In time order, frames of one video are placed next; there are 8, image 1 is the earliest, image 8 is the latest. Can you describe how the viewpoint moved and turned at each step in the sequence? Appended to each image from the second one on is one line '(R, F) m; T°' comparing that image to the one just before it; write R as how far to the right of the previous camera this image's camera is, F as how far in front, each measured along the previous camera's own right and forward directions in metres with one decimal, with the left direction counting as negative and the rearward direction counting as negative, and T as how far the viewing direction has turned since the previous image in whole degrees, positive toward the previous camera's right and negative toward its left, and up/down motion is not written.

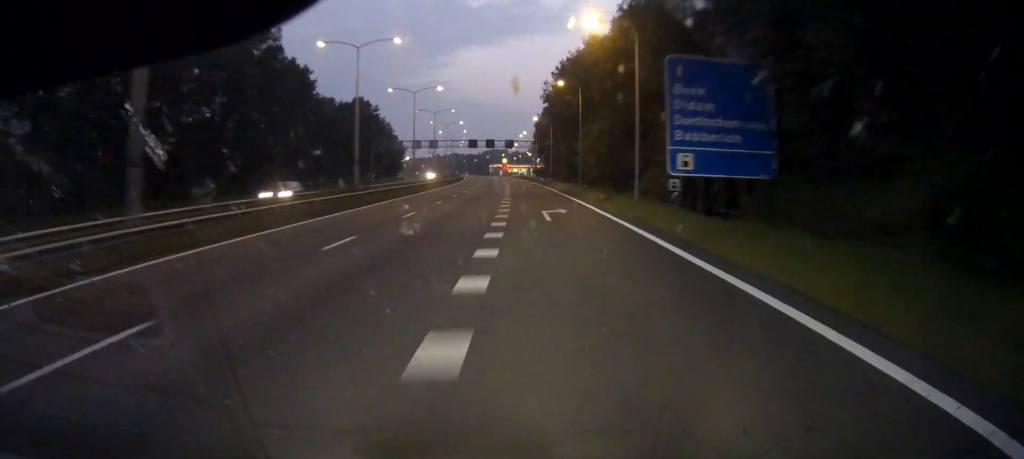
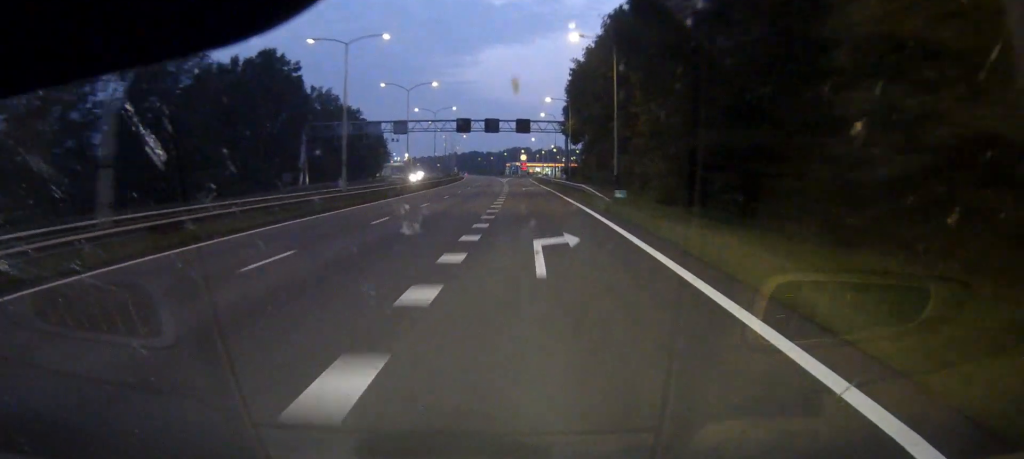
(-1.2, +61.3) m; -3°
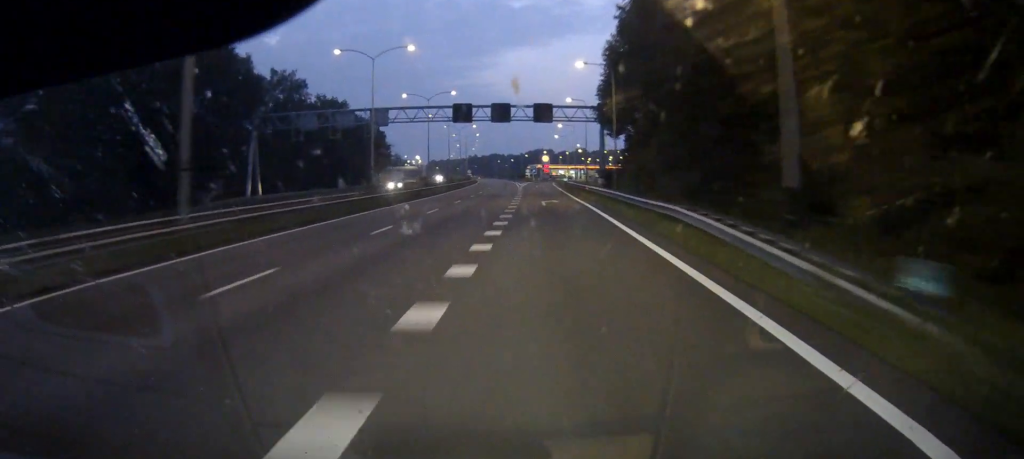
(-0.4, +25.5) m; -2°
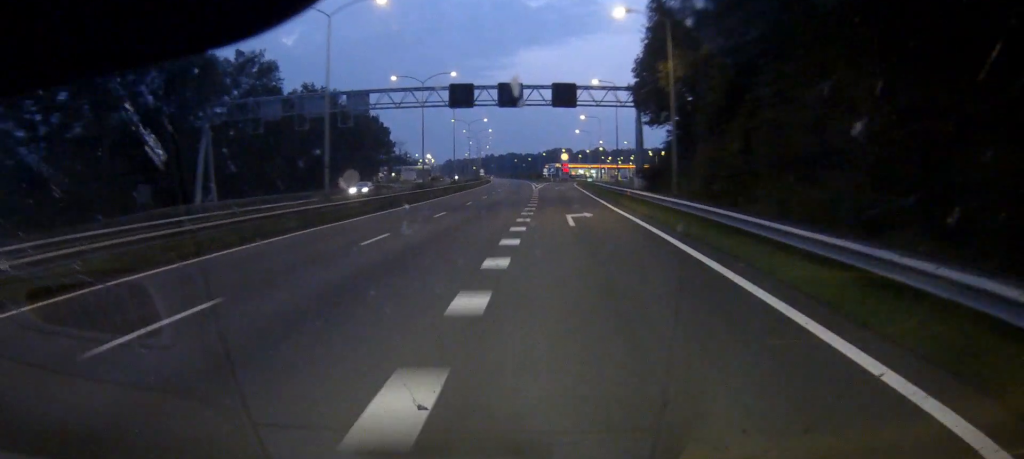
(-0.1, +15.6) m; -1°
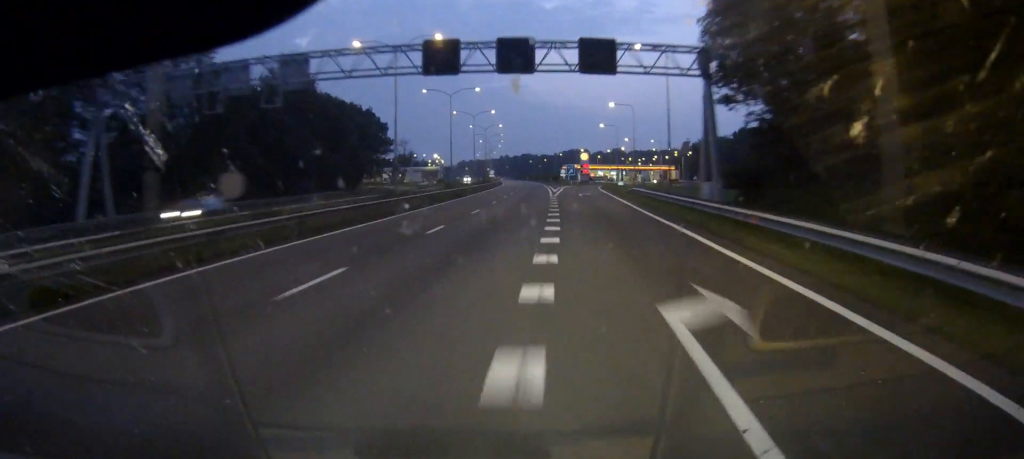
(-0.2, +19.4) m; 0°
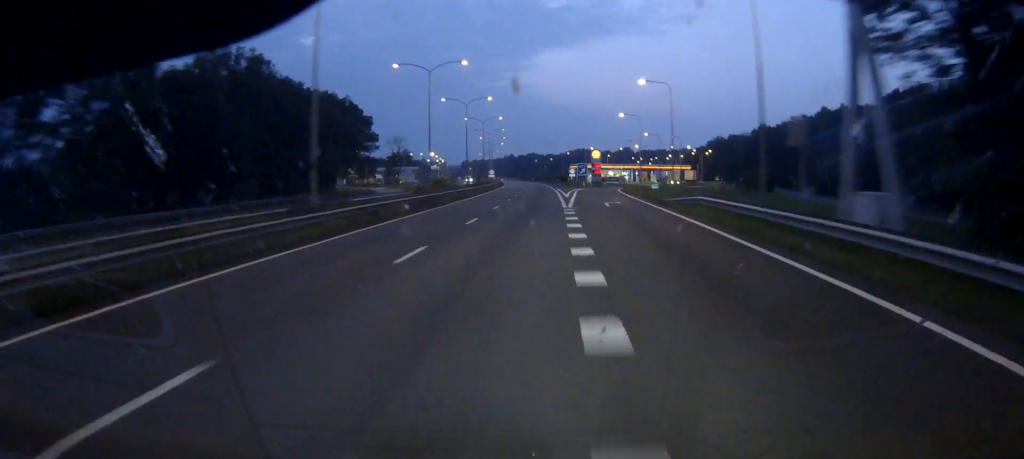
(0.0, +18.9) m; 0°
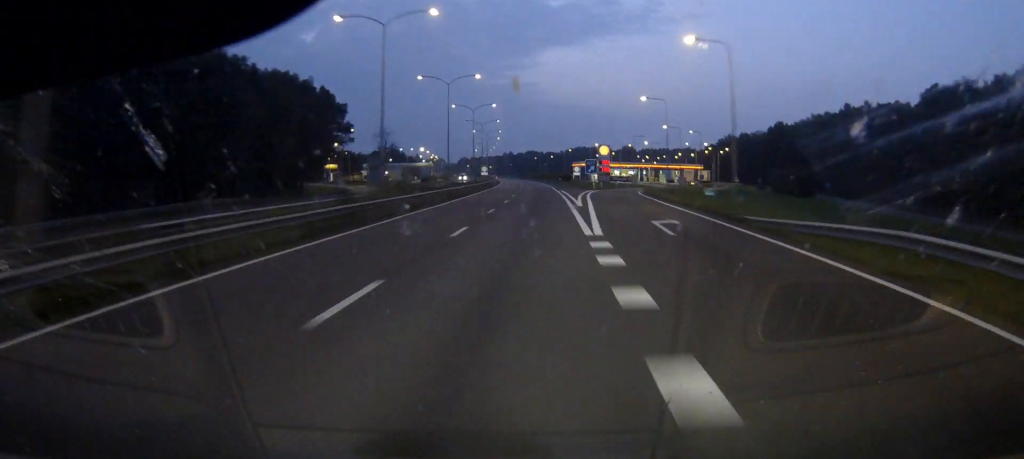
(0.0, +18.0) m; 0°
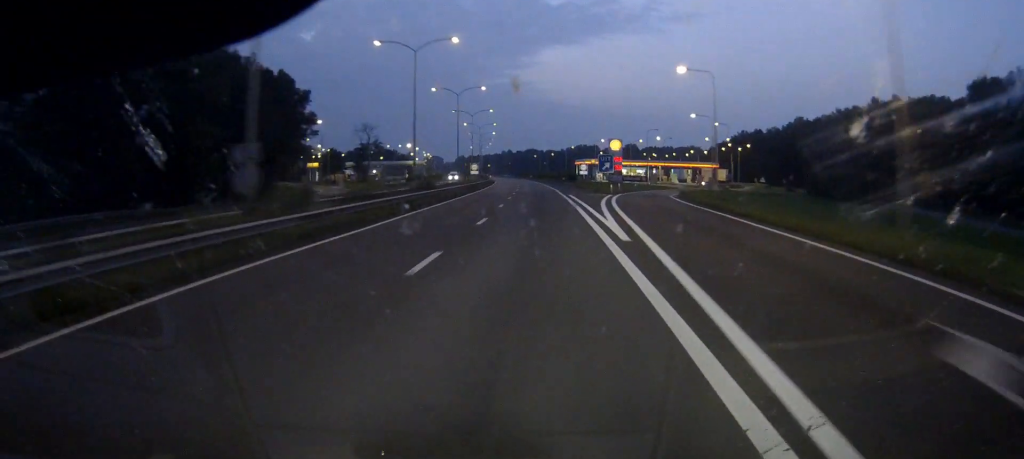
(-0.1, +19.1) m; 0°
